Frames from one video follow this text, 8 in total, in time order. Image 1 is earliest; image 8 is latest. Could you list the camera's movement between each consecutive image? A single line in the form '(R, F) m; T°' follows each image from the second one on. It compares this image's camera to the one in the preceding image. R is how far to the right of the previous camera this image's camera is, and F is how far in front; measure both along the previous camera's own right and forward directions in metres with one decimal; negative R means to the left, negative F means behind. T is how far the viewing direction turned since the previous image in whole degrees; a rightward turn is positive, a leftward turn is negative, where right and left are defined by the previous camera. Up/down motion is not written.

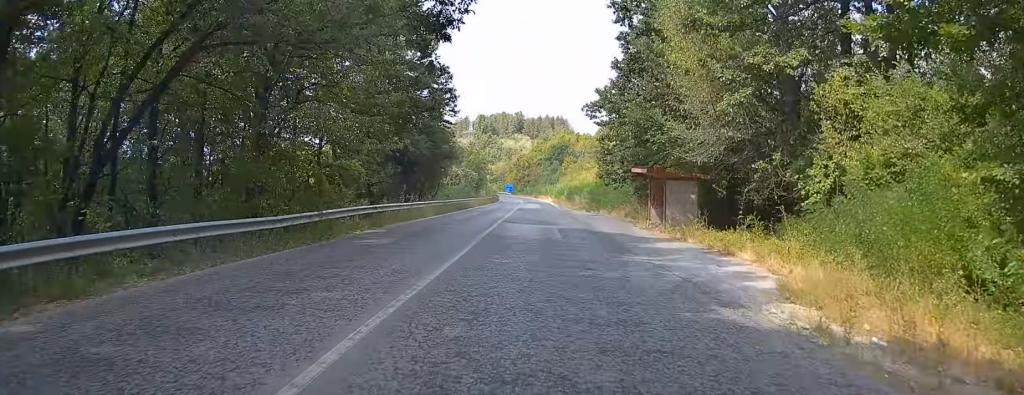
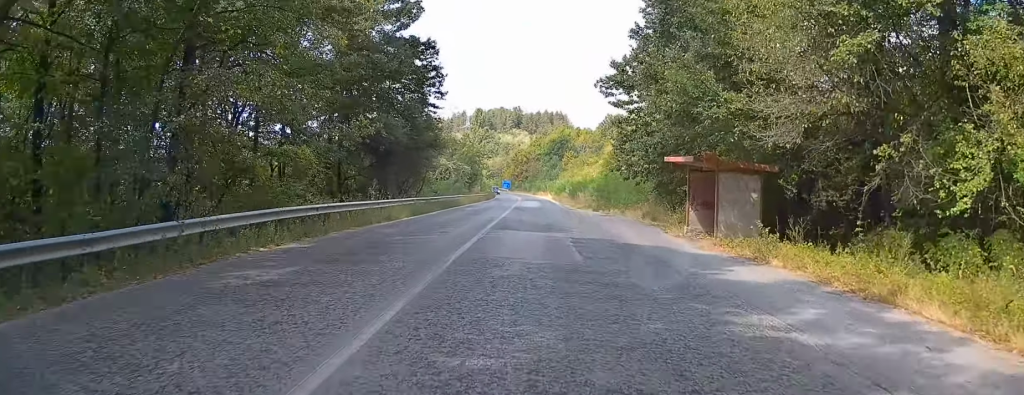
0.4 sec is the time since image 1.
(0.0, +7.8) m; 0°
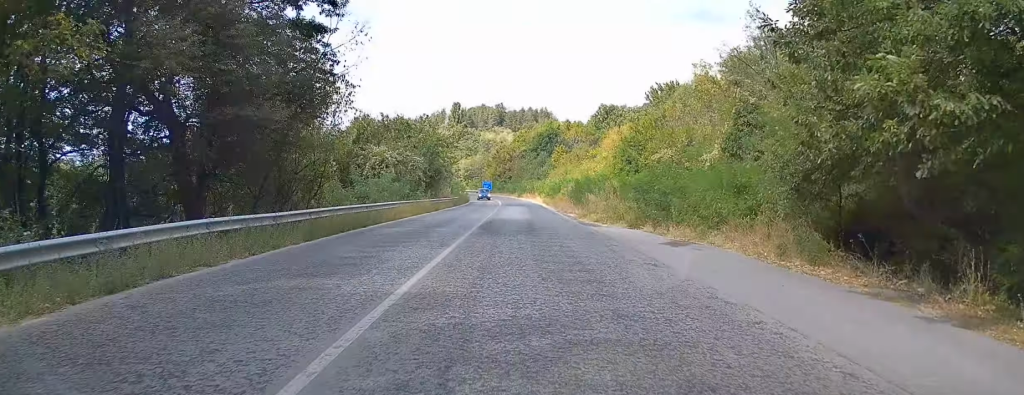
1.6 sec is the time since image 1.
(0.0, +23.4) m; 0°
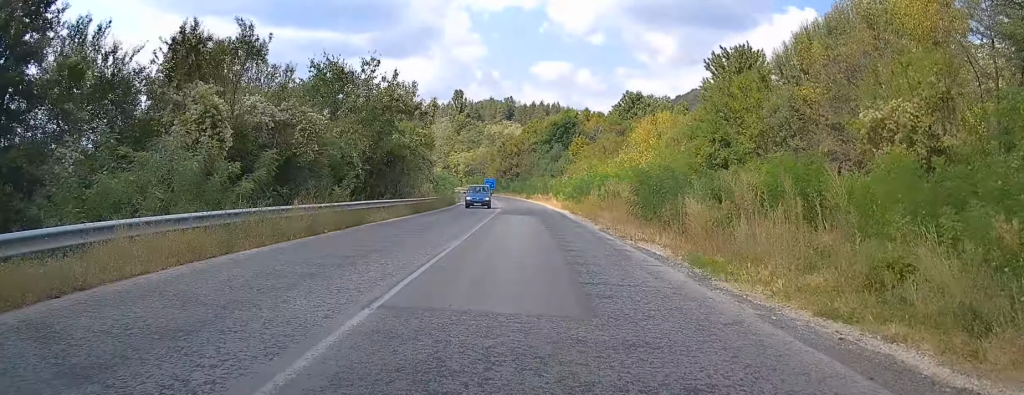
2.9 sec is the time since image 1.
(0.0, +24.4) m; 0°
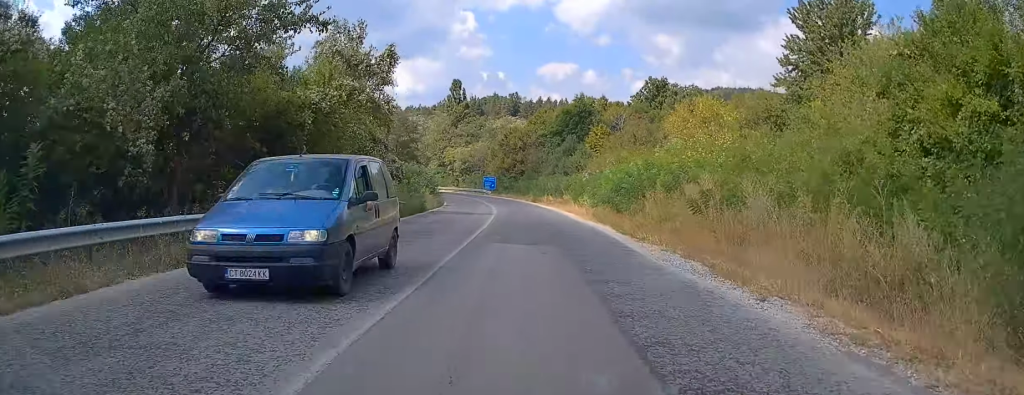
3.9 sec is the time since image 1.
(+0.1, +19.6) m; 0°
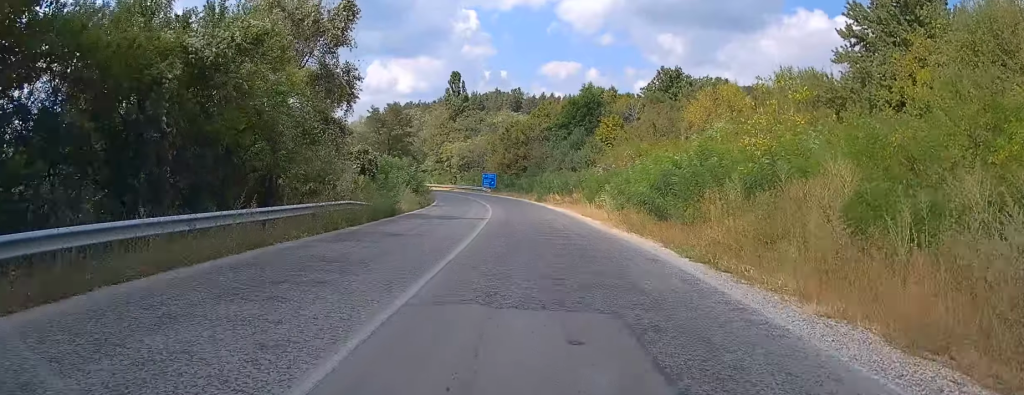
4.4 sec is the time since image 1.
(0.0, +8.9) m; -1°
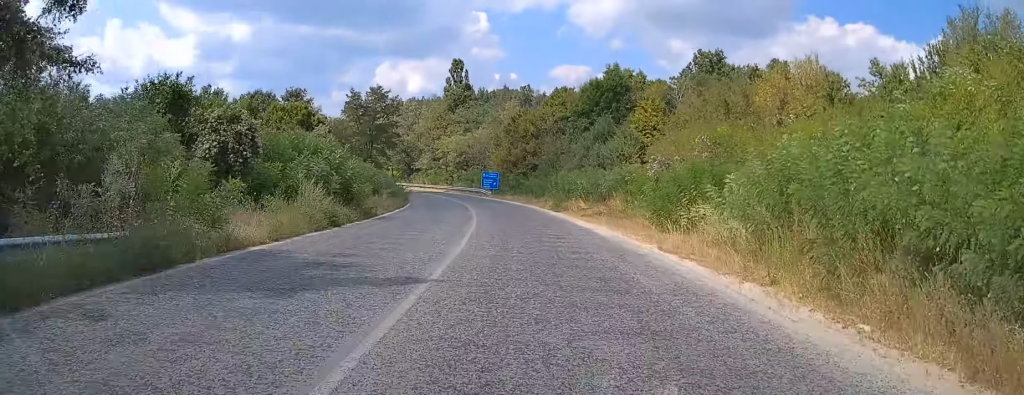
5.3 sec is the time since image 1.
(-0.2, +18.4) m; -2°
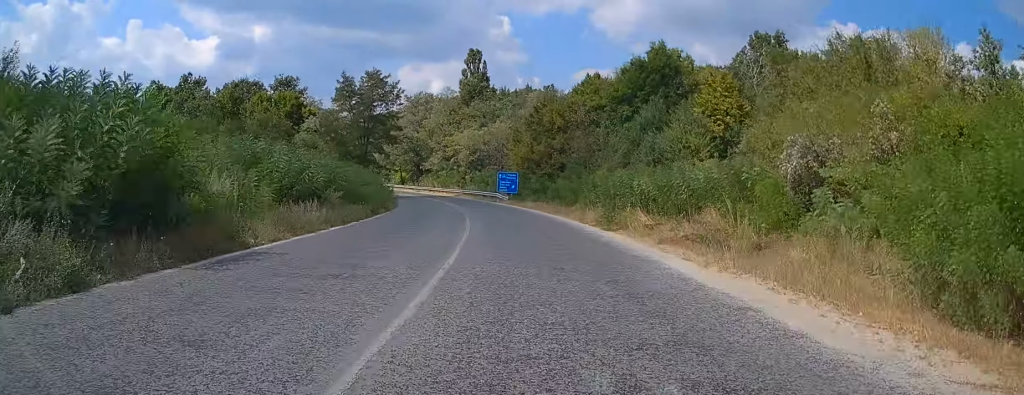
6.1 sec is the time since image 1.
(-0.2, +14.7) m; -2°
